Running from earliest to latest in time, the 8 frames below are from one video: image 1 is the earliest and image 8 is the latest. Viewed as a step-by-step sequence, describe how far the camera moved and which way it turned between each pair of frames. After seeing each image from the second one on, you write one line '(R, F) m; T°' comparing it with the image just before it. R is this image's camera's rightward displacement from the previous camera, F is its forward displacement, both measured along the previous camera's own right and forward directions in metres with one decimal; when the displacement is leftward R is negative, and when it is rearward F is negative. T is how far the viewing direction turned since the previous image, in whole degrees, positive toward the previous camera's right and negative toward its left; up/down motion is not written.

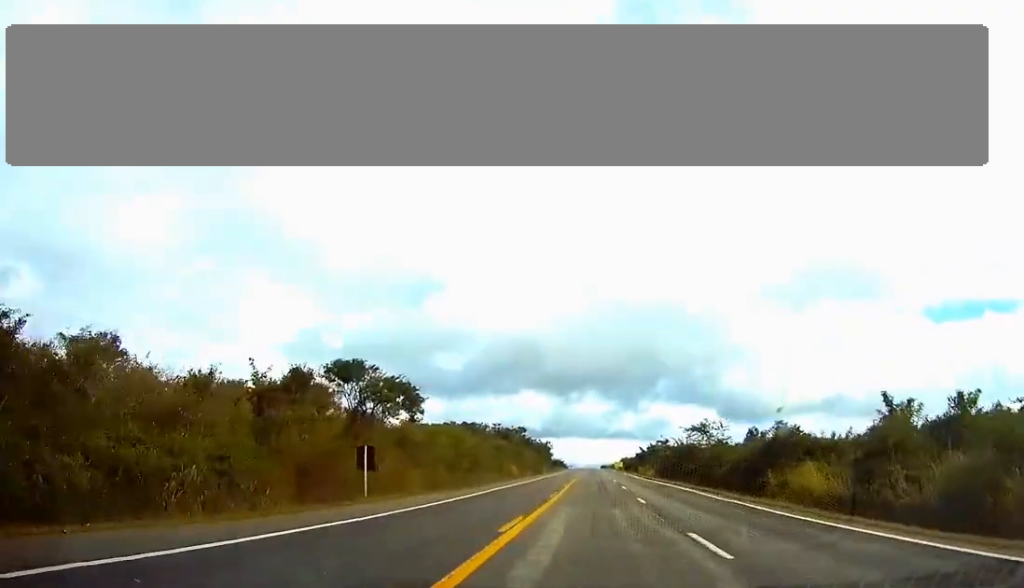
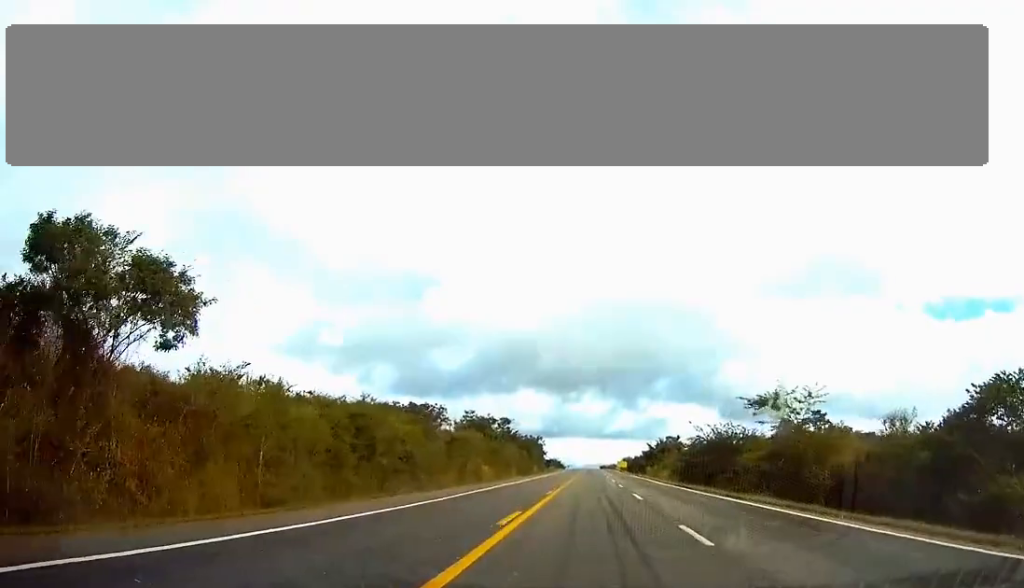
(0.0, +33.9) m; 0°
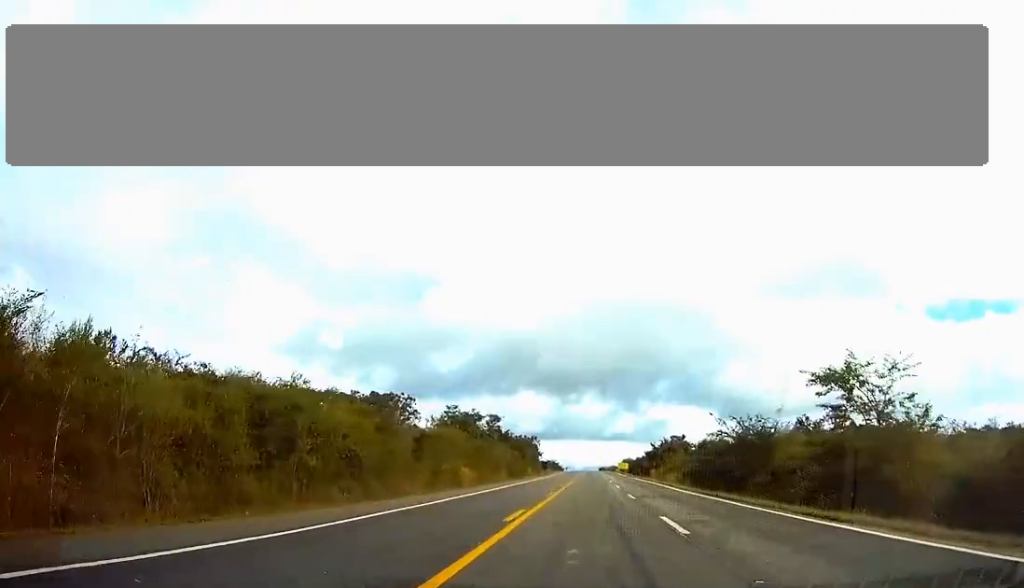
(0.0, +14.5) m; 0°
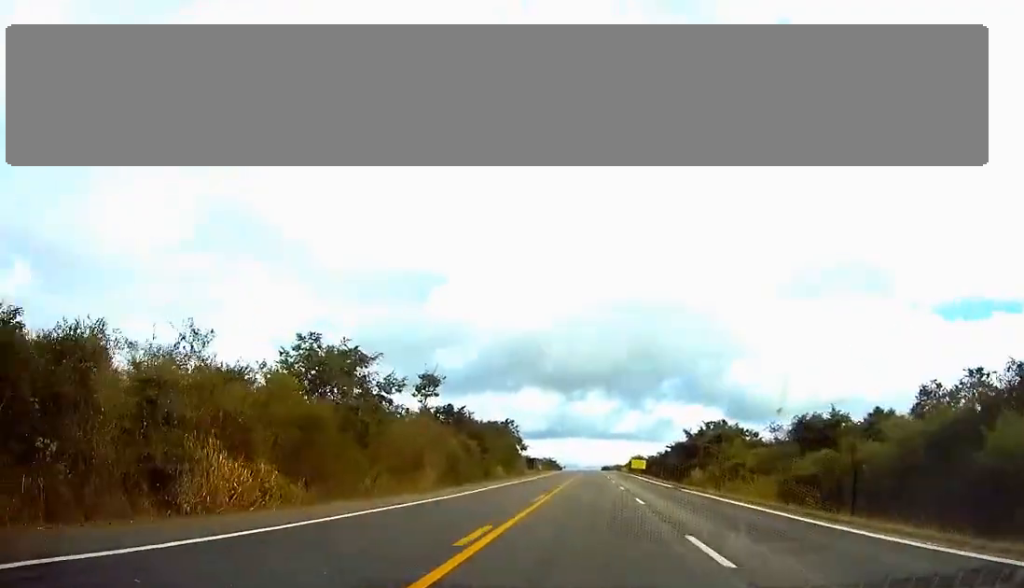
(0.0, +57.1) m; 0°
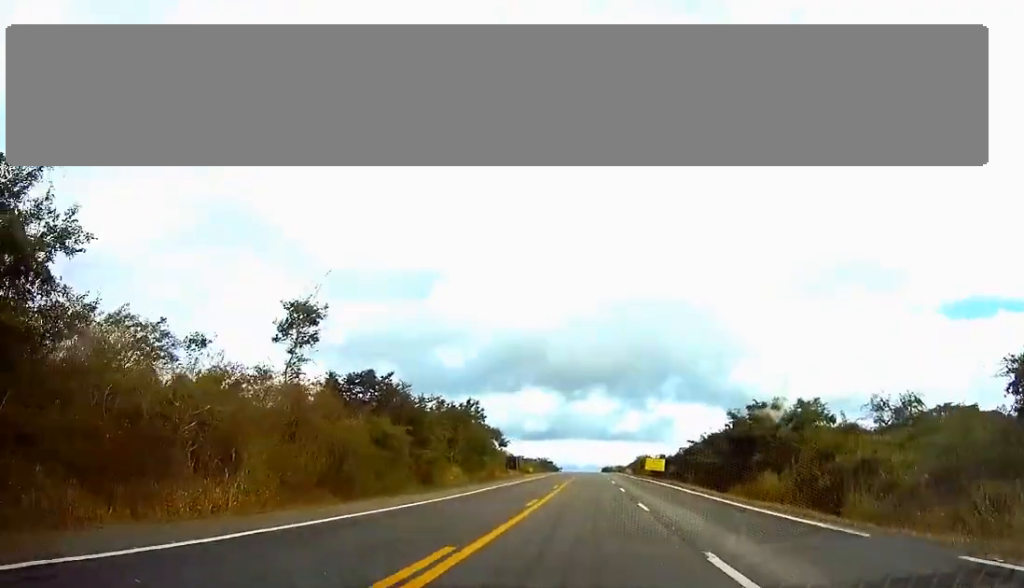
(0.0, +36.4) m; 0°
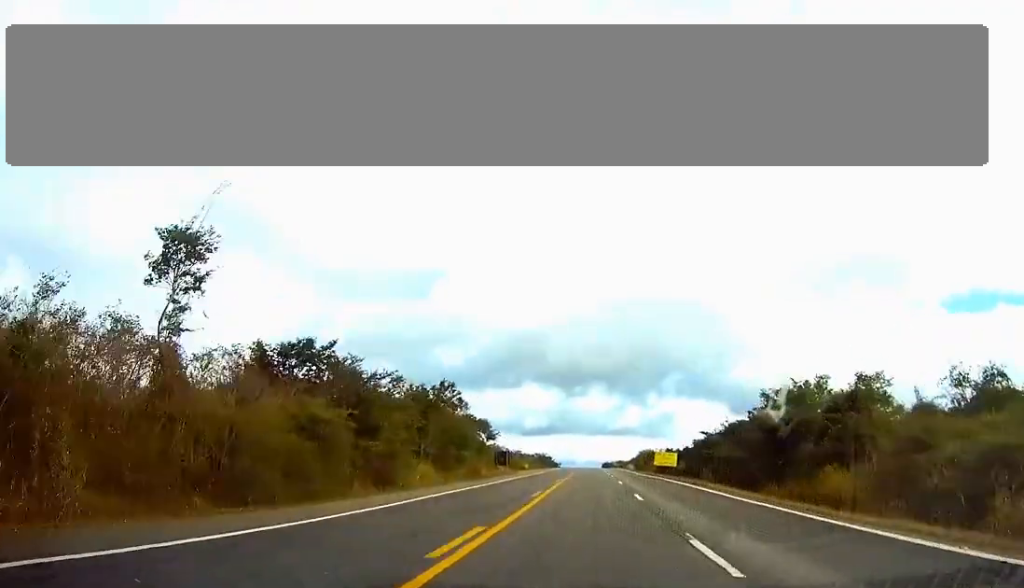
(0.0, +14.7) m; 0°
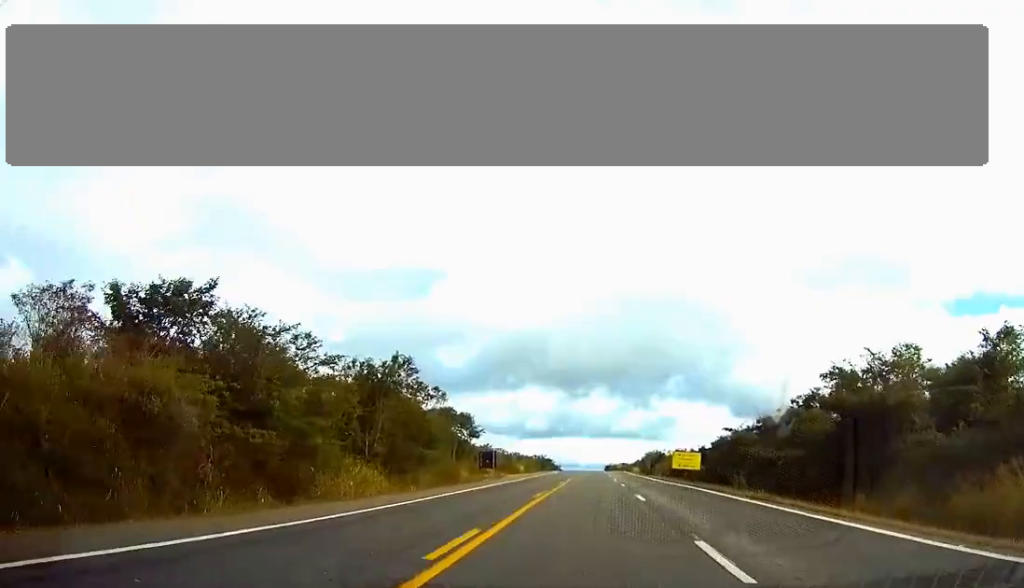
(0.0, +17.5) m; 0°
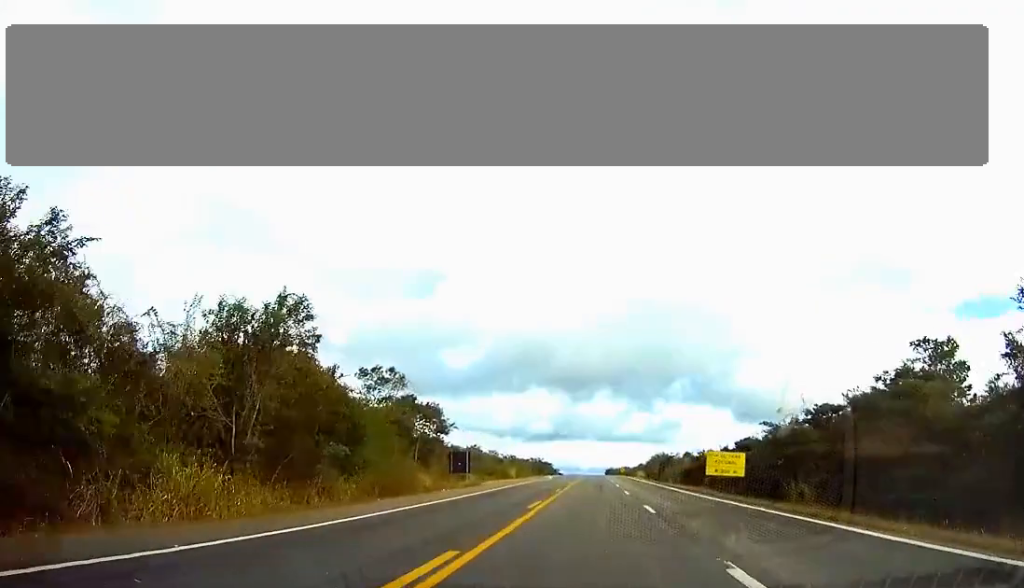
(0.0, +20.2) m; 0°
